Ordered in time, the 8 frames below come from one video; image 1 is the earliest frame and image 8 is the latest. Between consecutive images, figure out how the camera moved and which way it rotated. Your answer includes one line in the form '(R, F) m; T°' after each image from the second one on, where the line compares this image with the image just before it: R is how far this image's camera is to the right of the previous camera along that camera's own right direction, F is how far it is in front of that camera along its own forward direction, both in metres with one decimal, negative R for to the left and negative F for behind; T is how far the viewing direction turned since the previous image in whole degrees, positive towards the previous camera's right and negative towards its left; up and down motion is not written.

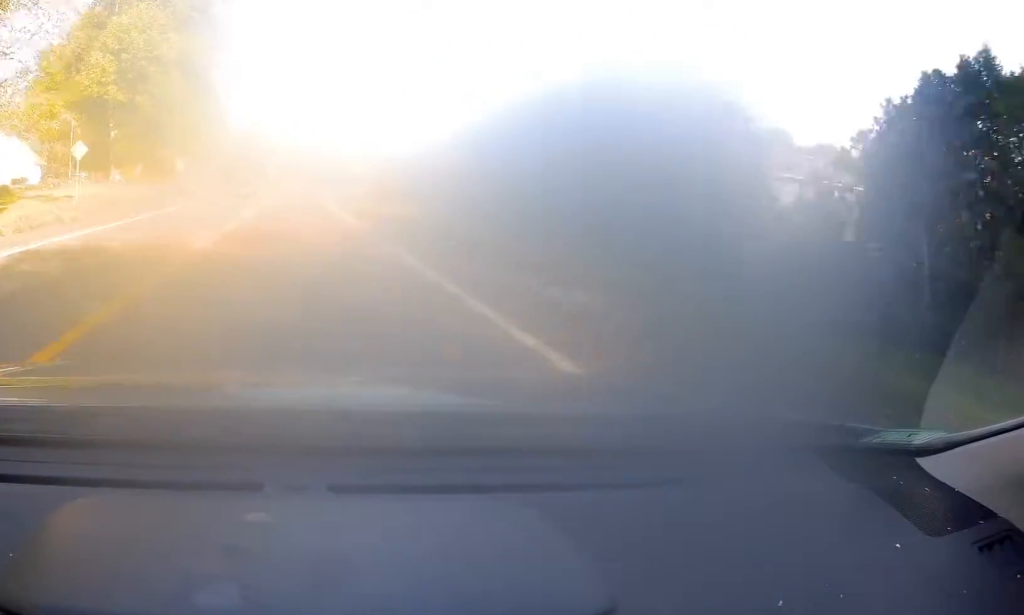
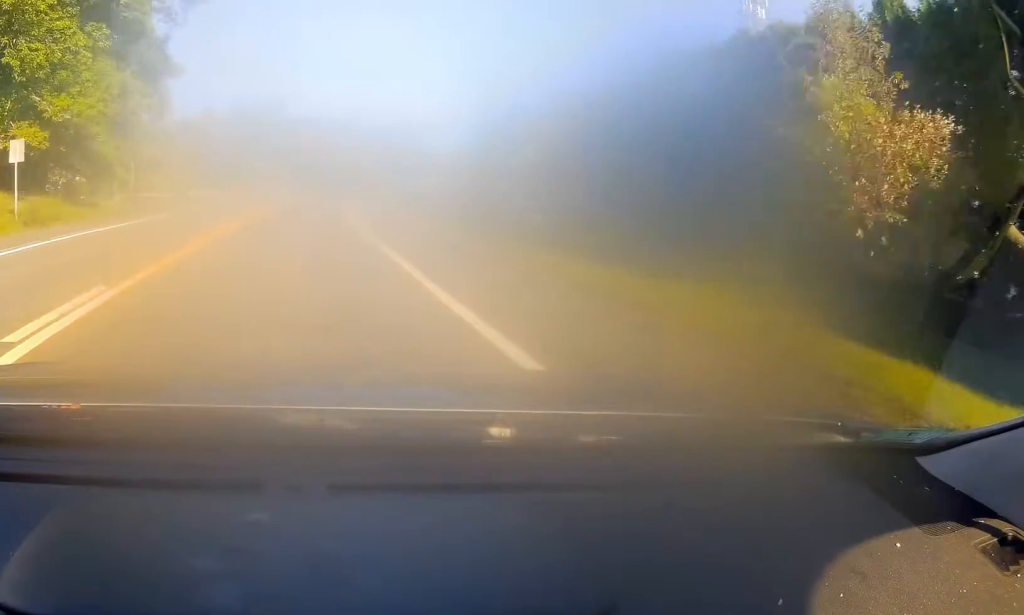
(+0.2, +32.8) m; 0°
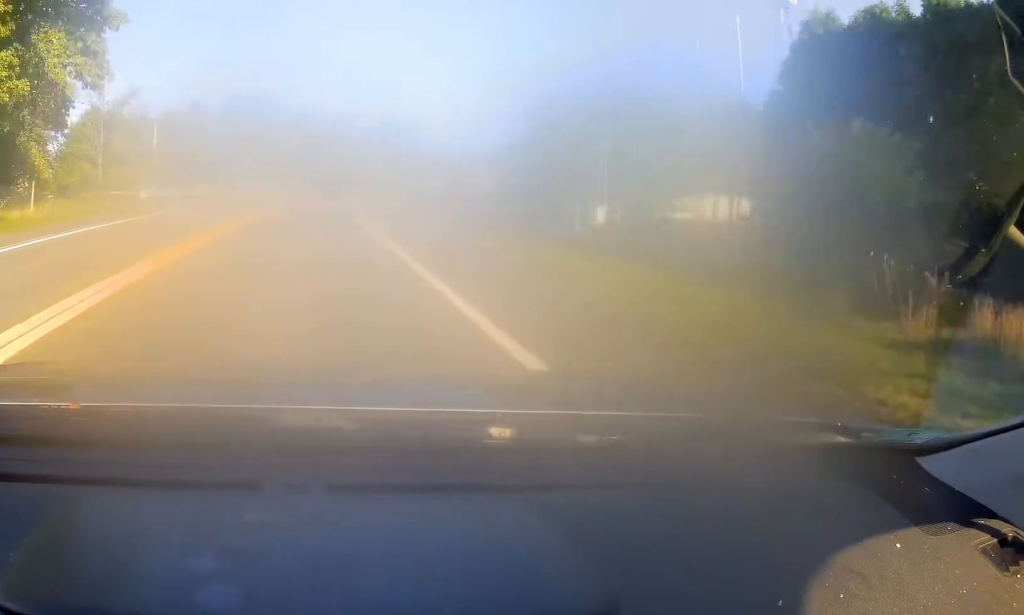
(-0.3, +14.6) m; -1°
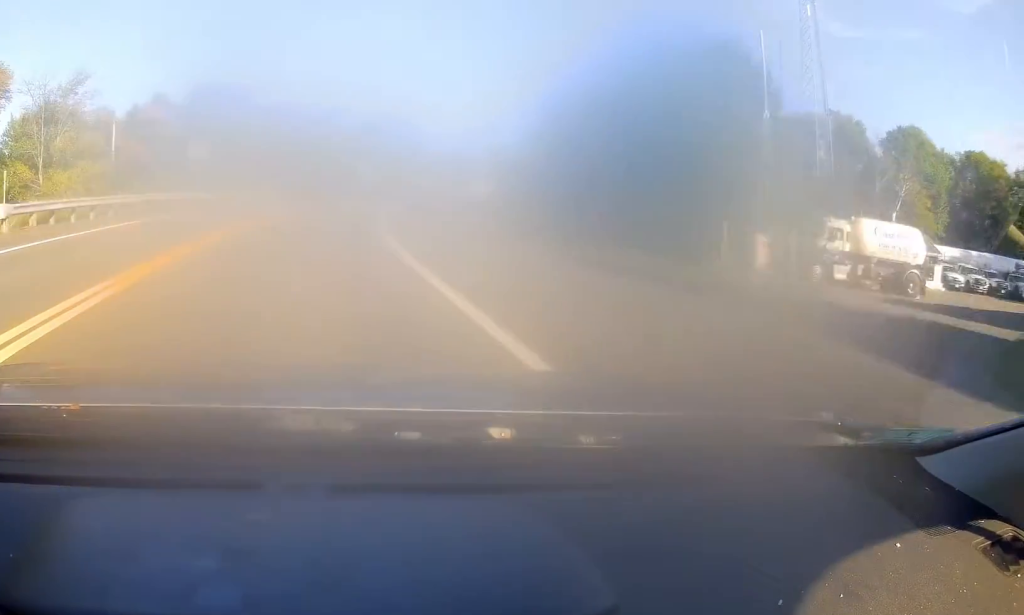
(0.0, +15.1) m; +2°
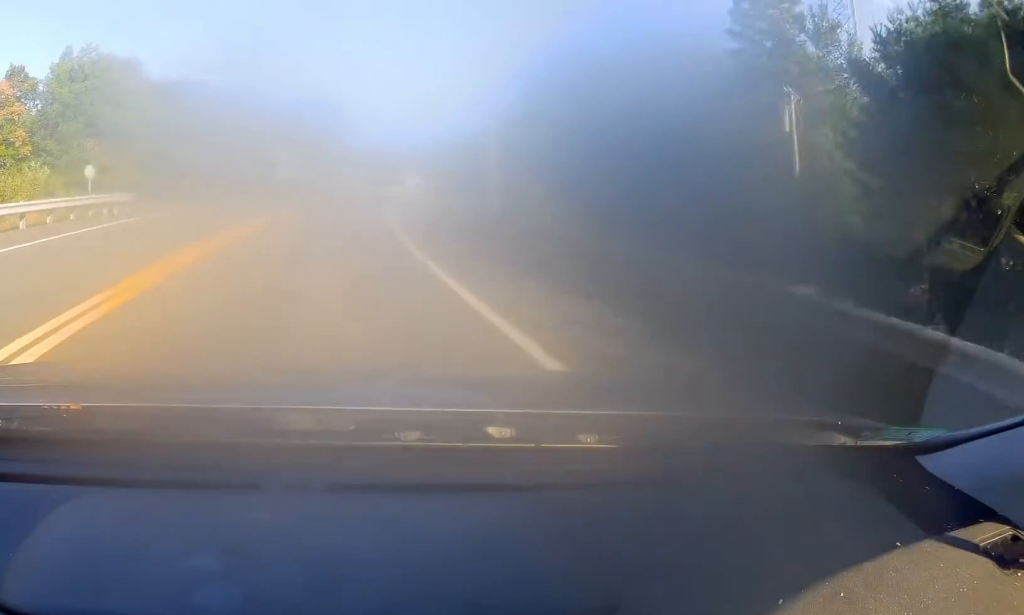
(+1.6, +33.6) m; +5°
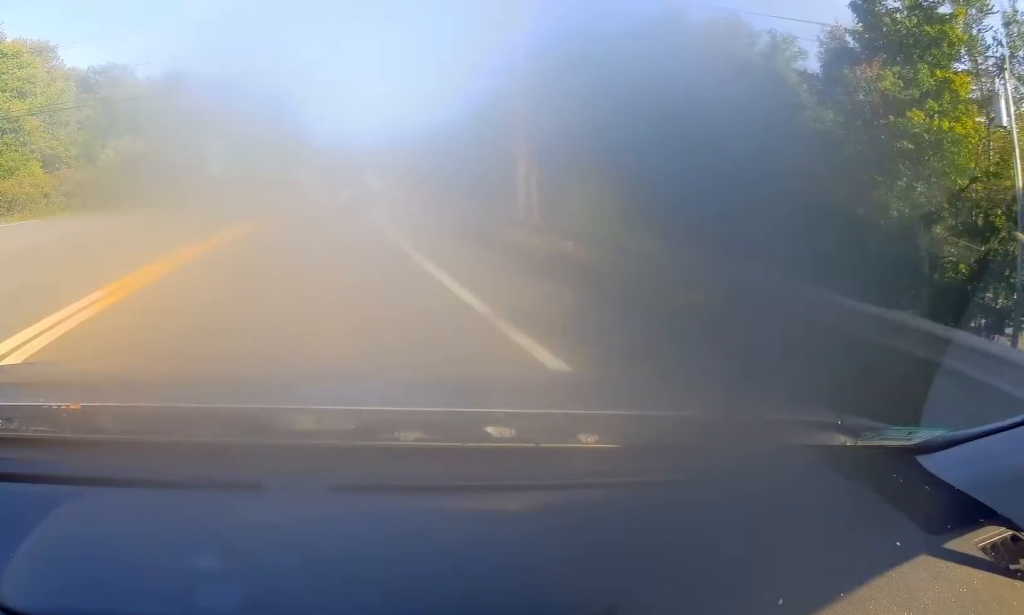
(-0.3, +16.5) m; +4°
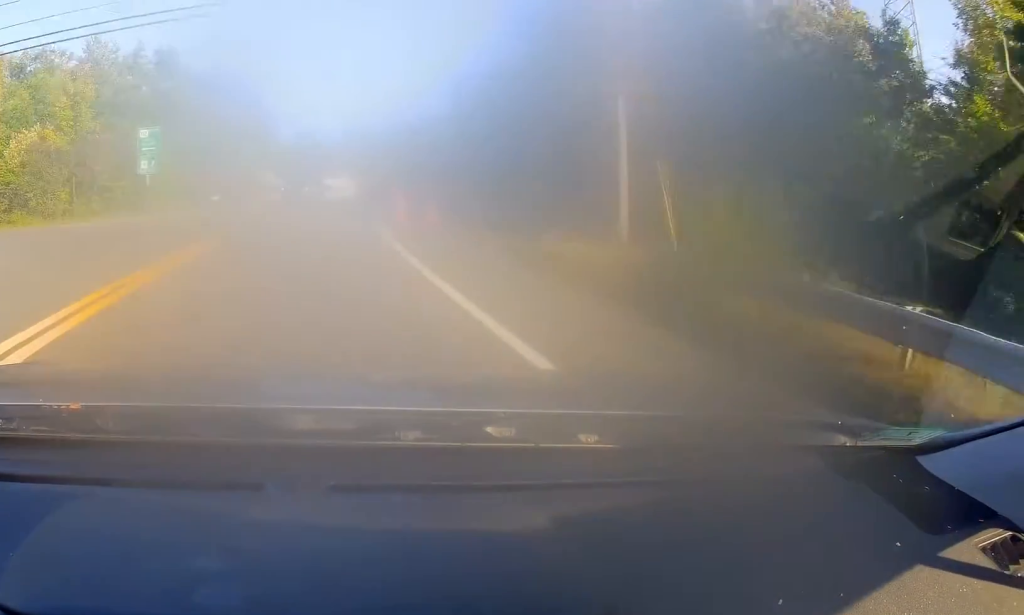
(+1.3, +14.1) m; +4°
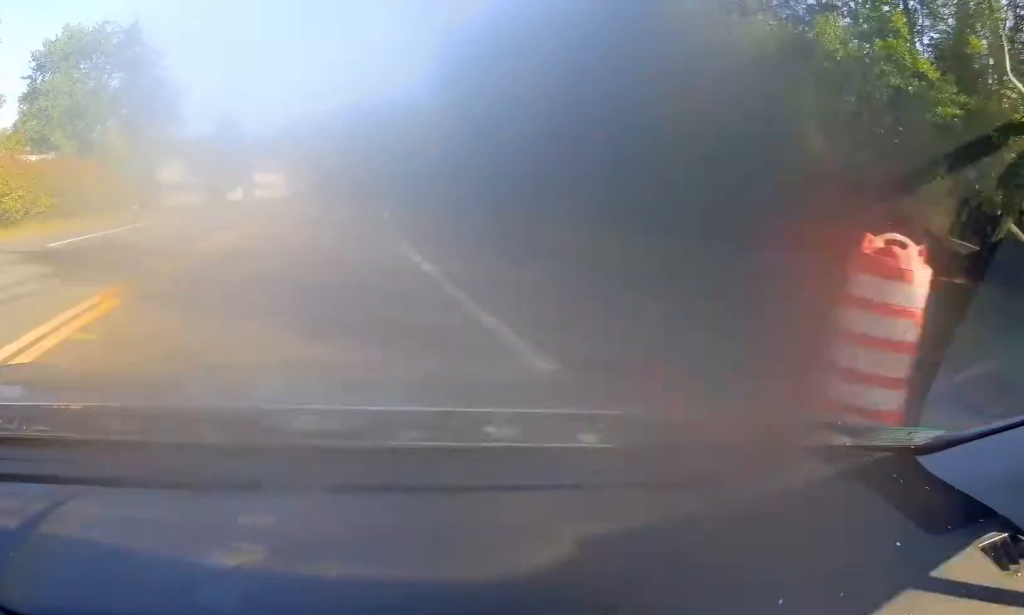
(+1.1, +27.2) m; +6°
